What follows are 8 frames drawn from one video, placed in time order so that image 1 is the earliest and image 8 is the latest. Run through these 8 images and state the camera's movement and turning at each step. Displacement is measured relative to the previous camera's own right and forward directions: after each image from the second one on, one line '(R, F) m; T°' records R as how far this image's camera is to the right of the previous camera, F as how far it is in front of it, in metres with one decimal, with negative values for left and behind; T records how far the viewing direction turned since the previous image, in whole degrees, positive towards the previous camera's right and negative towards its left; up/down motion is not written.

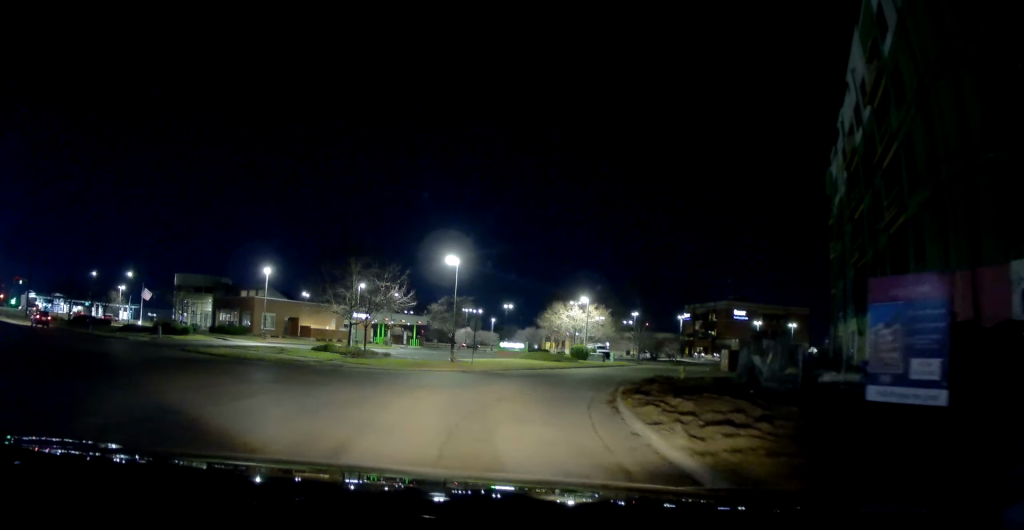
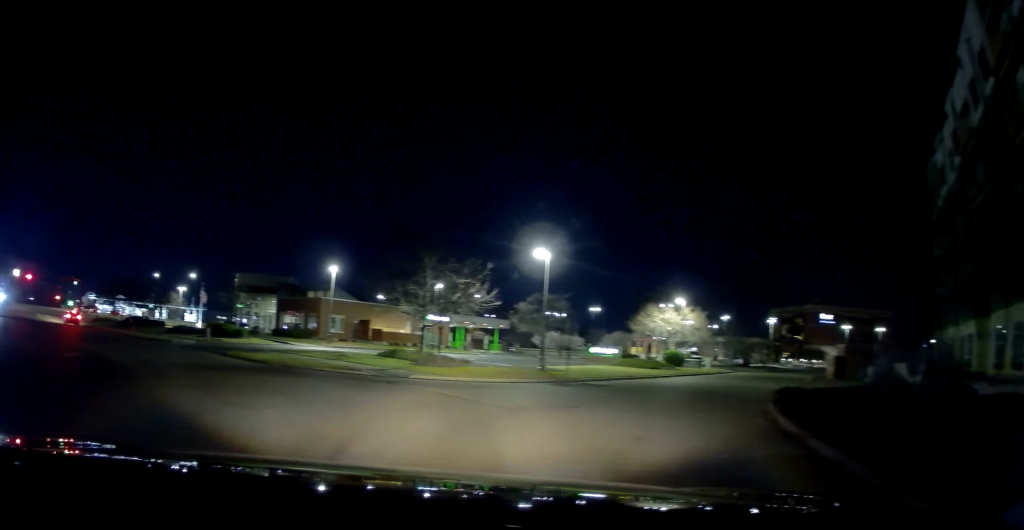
(-1.4, +4.8) m; -24°
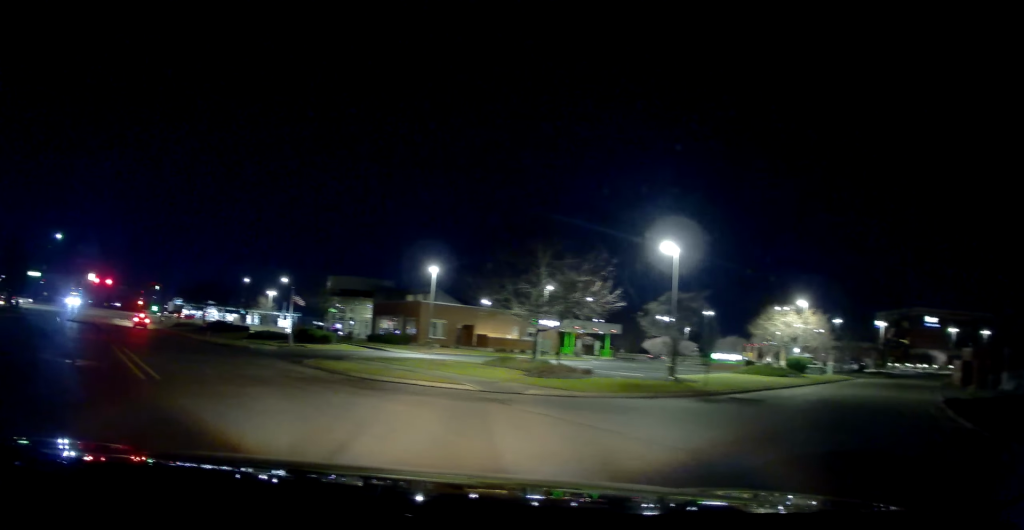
(-0.5, +4.2) m; -8°
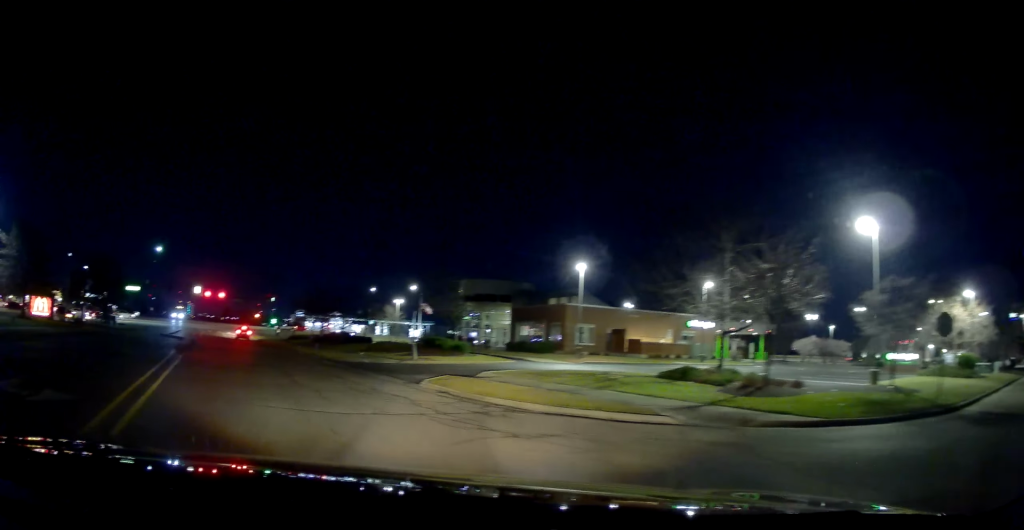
(-0.2, +6.4) m; -8°
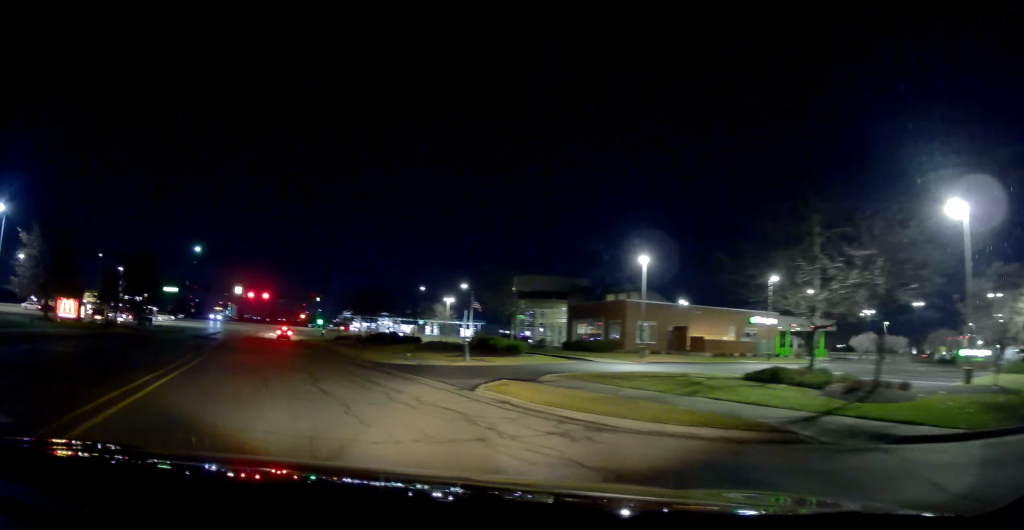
(-0.1, +3.0) m; -5°
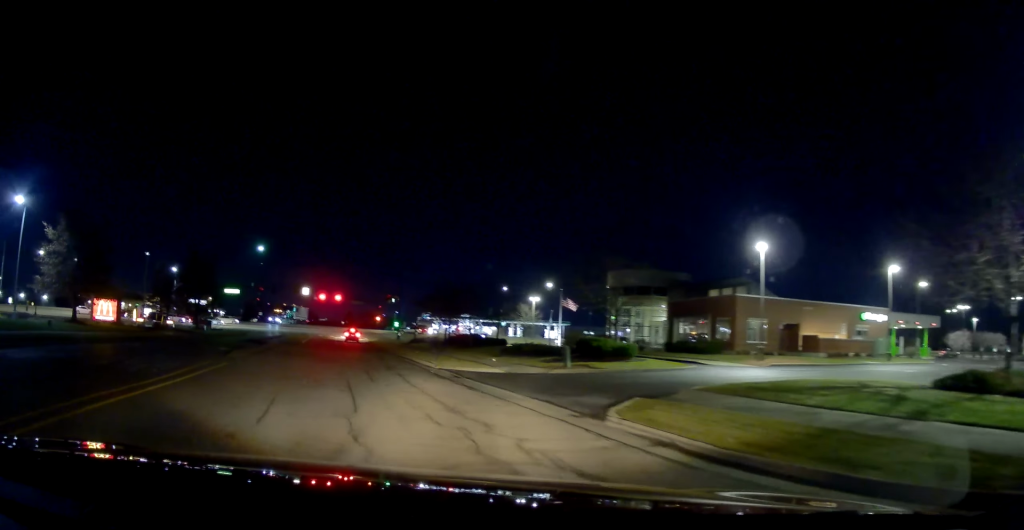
(-0.3, +6.2) m; -11°
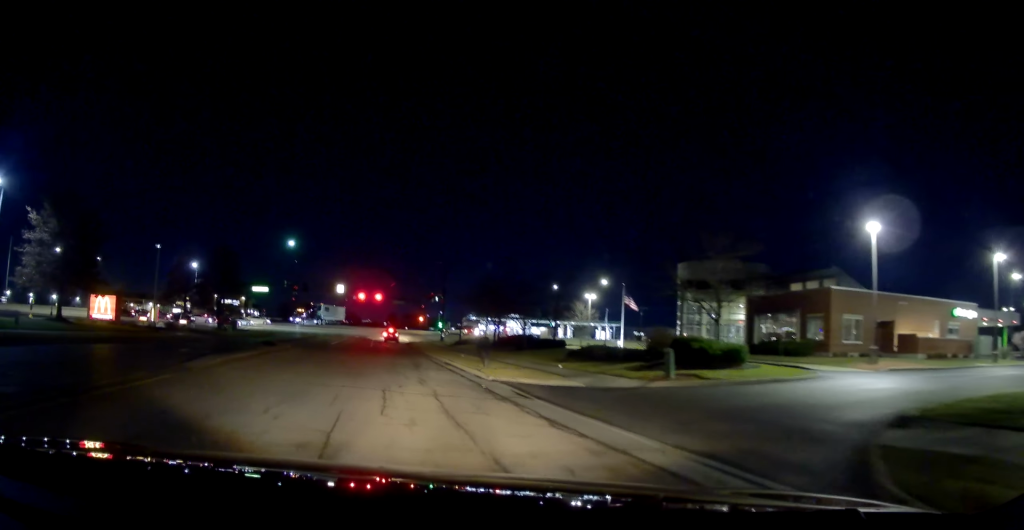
(-1.1, +7.3) m; -11°
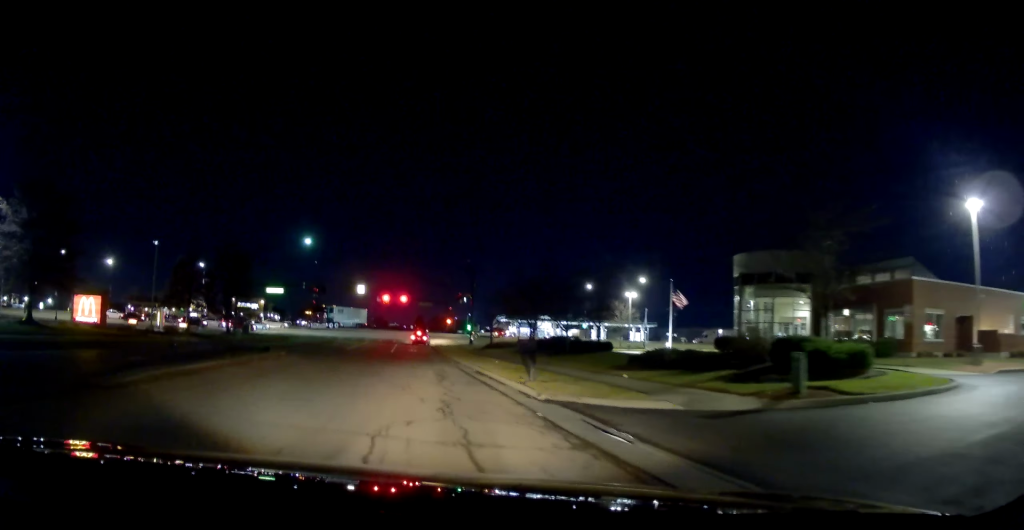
(-0.3, +5.9) m; +1°
